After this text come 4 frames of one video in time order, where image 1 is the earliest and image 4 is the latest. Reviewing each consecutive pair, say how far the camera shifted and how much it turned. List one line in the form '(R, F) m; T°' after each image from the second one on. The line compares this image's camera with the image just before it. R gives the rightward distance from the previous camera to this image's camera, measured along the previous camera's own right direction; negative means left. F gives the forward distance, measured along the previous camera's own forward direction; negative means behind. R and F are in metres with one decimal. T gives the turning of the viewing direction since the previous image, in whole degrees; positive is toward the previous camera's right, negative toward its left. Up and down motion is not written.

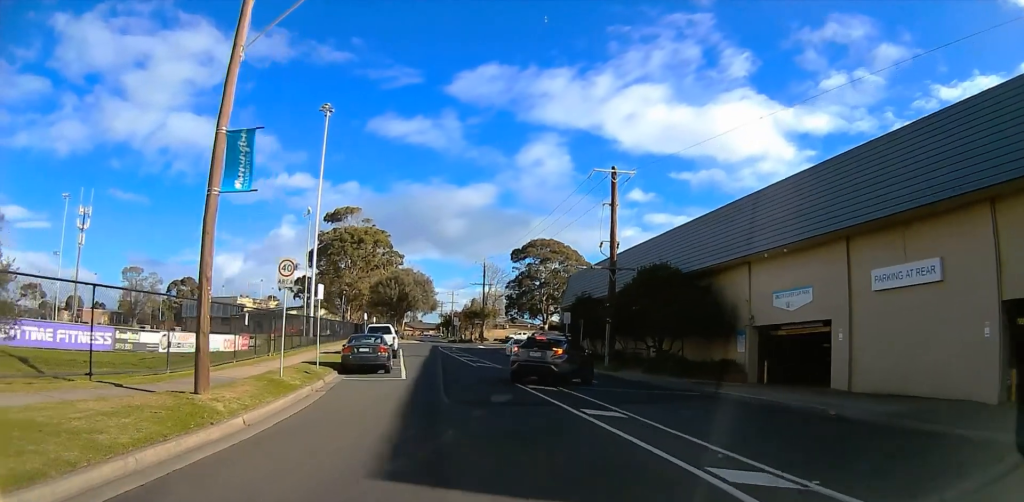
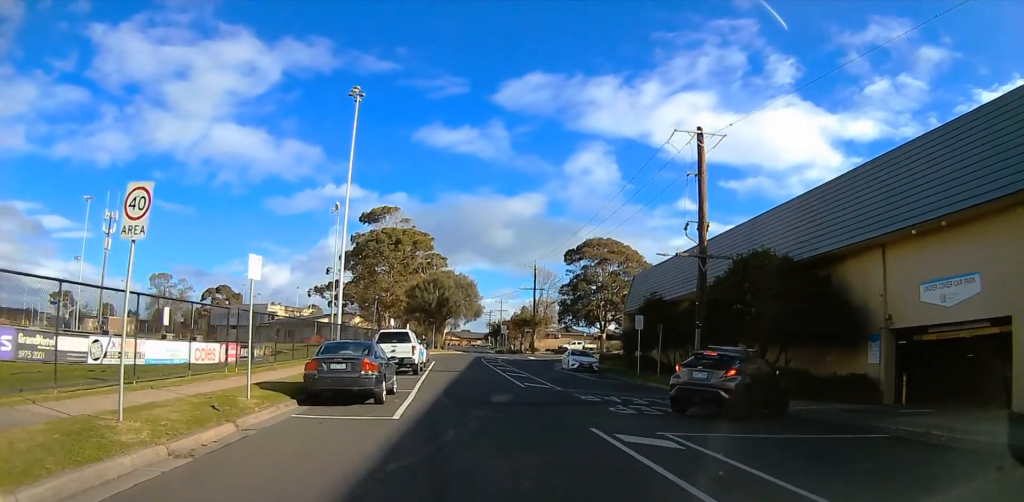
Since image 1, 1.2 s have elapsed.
(-1.2, +9.3) m; -11°
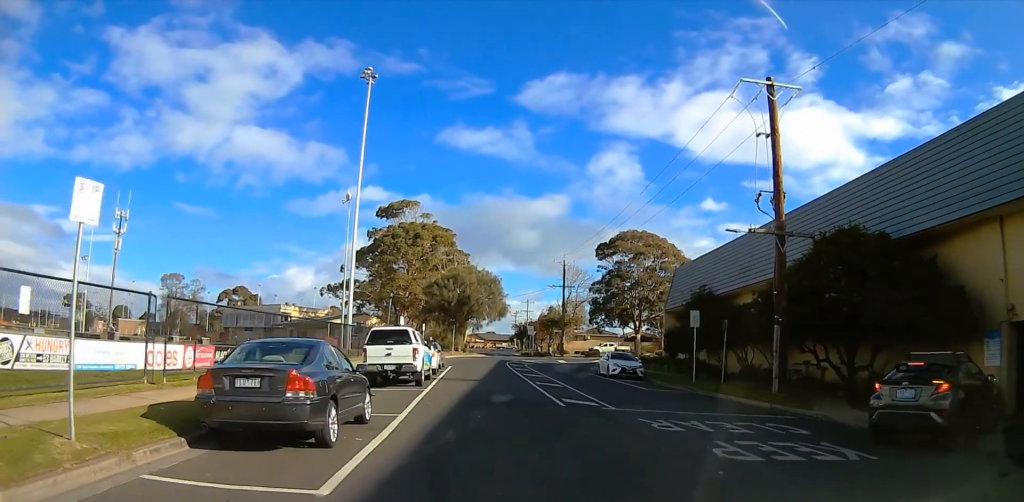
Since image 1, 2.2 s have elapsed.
(0.0, +7.1) m; 0°
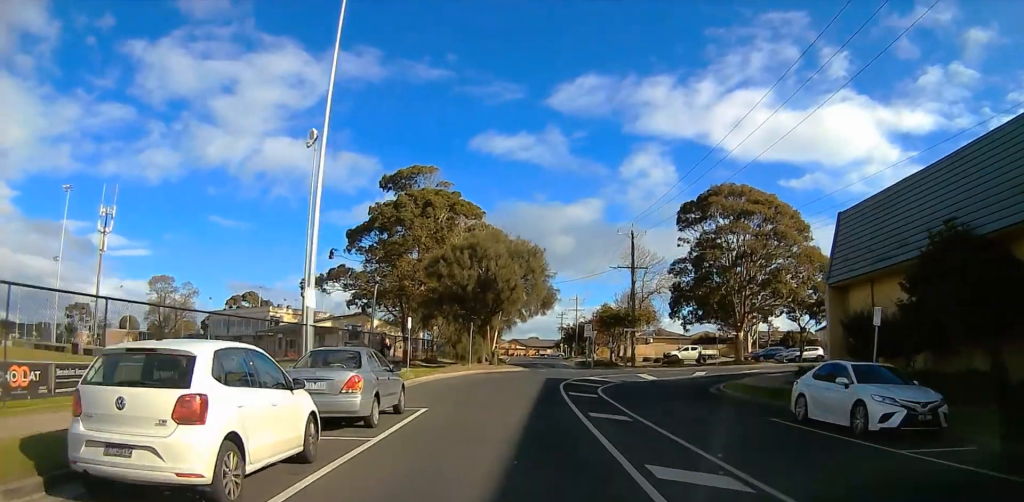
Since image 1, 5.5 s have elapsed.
(+1.4, +23.3) m; -1°
